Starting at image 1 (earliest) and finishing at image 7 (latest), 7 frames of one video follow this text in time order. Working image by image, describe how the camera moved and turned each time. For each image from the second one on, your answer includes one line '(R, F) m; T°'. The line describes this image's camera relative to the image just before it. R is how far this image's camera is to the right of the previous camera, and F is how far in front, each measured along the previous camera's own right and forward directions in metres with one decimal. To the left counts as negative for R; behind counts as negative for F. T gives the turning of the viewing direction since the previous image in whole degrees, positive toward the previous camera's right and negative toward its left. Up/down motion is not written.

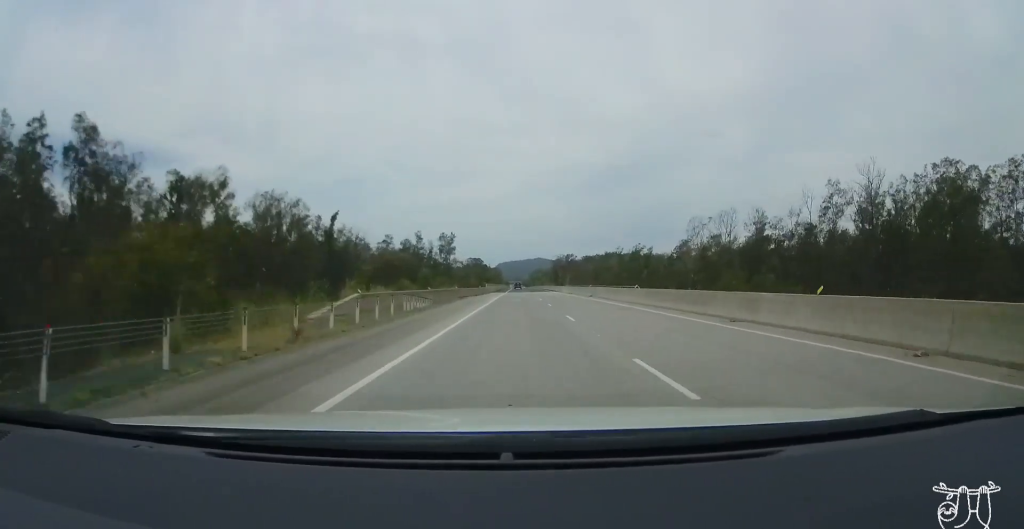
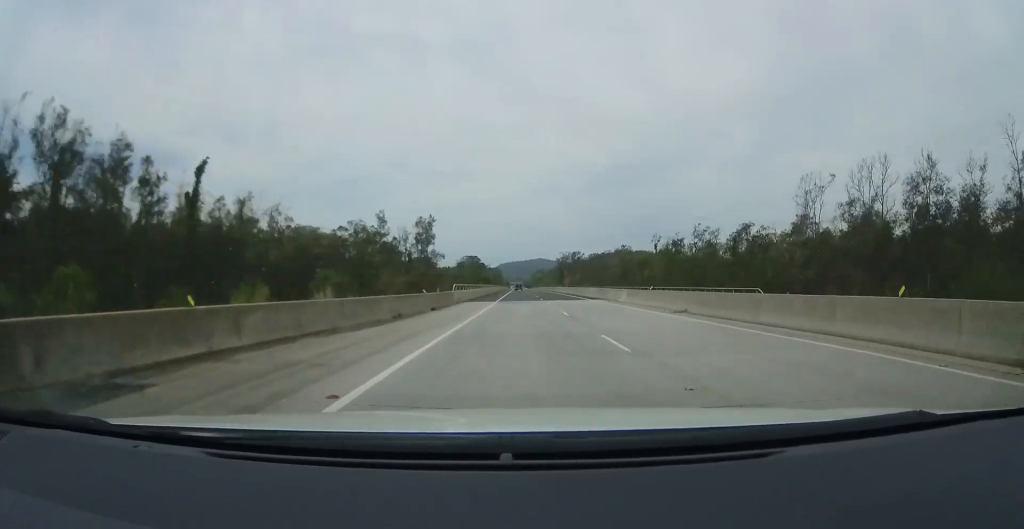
(+0.3, +42.9) m; -1°
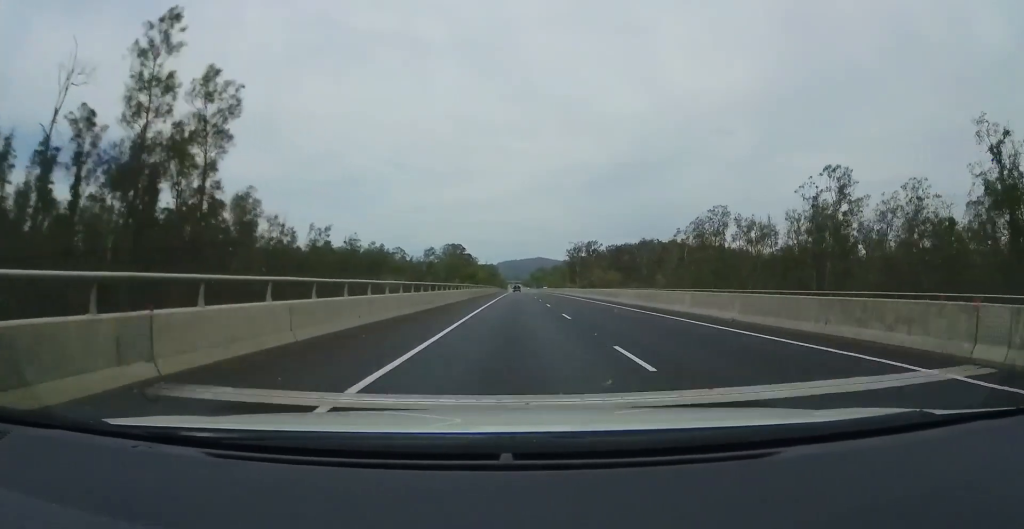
(+0.9, +95.6) m; +1°
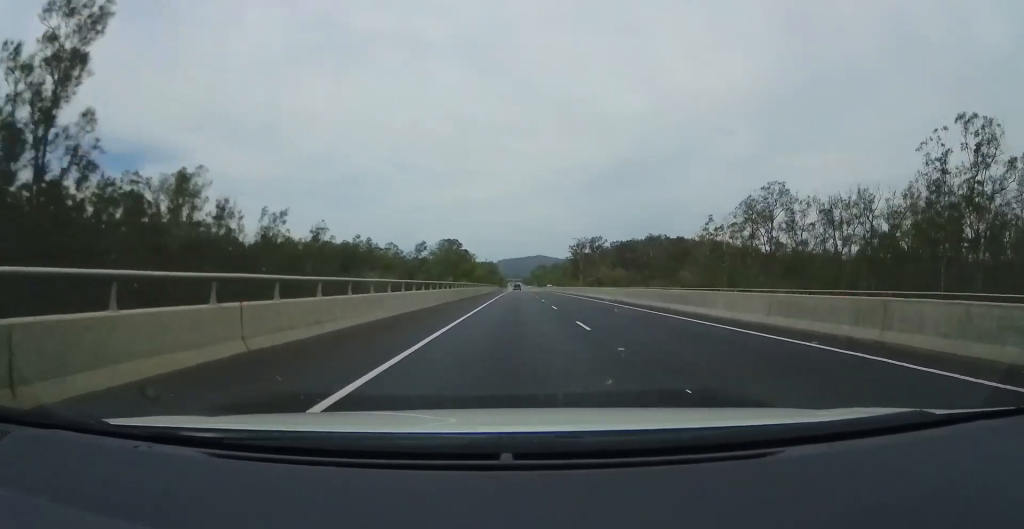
(-0.4, +16.8) m; -1°
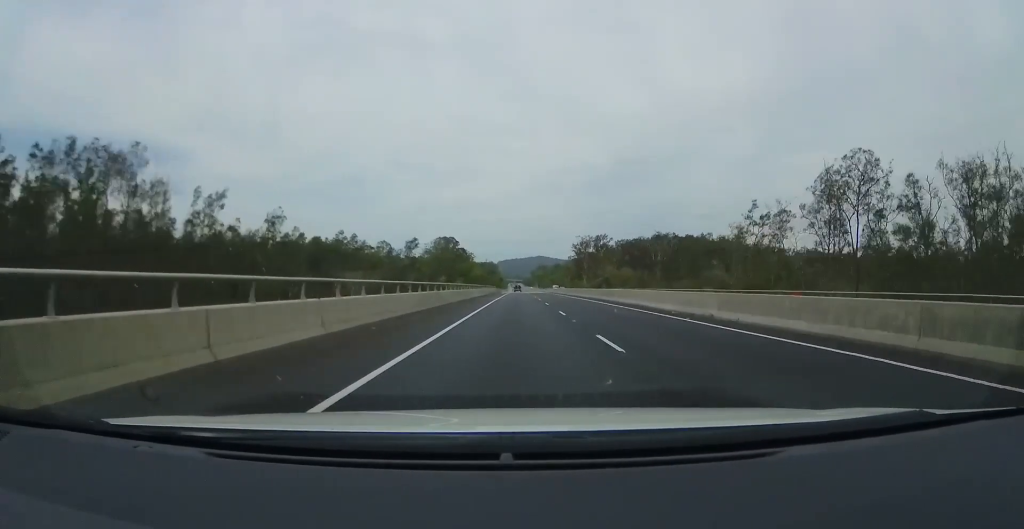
(-0.1, +15.6) m; 0°
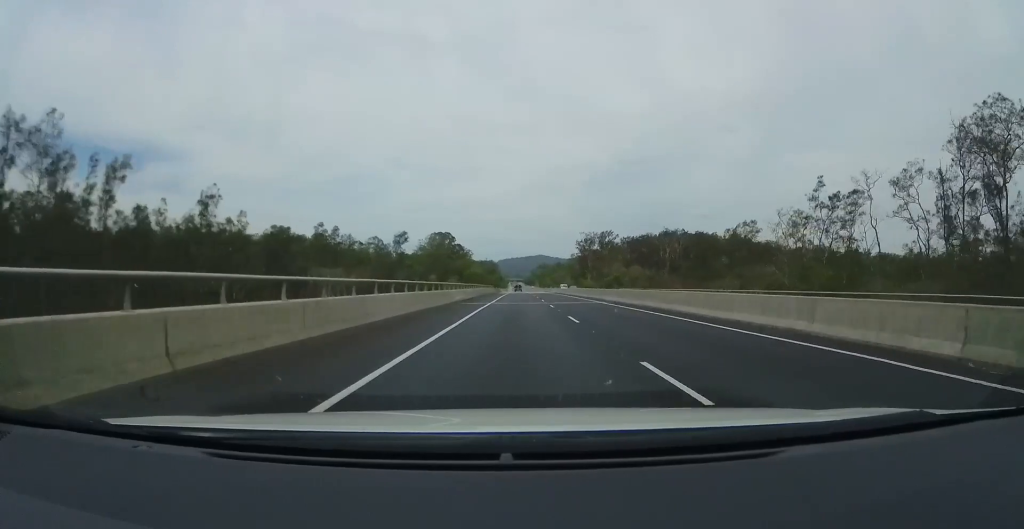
(0.0, +16.7) m; +1°
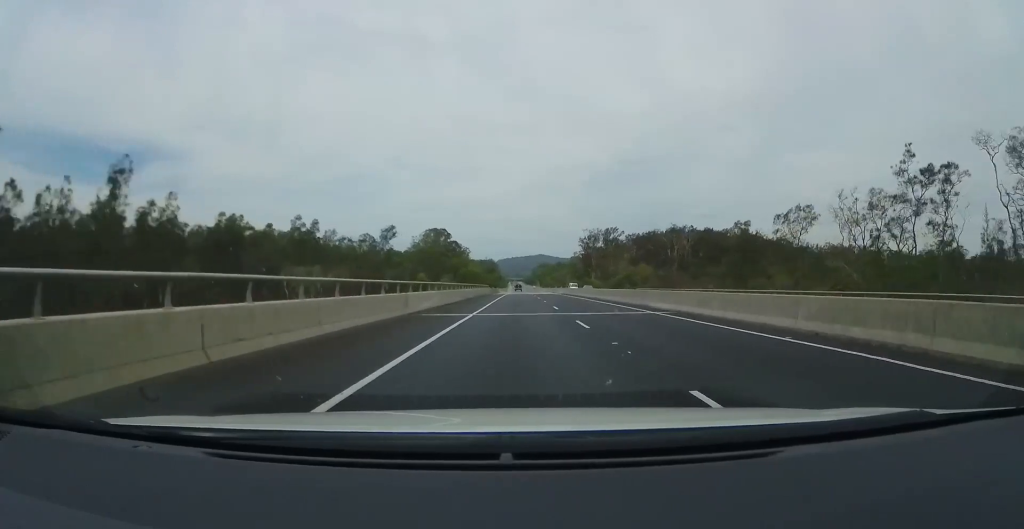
(+0.2, +13.1) m; 0°
